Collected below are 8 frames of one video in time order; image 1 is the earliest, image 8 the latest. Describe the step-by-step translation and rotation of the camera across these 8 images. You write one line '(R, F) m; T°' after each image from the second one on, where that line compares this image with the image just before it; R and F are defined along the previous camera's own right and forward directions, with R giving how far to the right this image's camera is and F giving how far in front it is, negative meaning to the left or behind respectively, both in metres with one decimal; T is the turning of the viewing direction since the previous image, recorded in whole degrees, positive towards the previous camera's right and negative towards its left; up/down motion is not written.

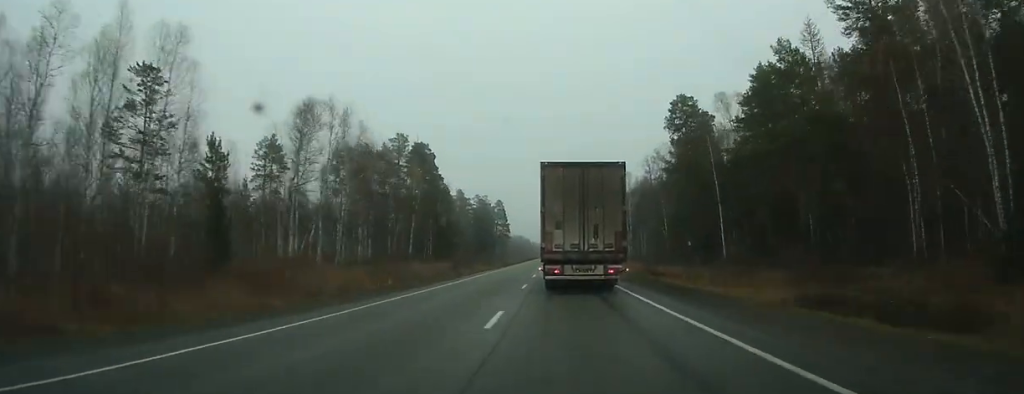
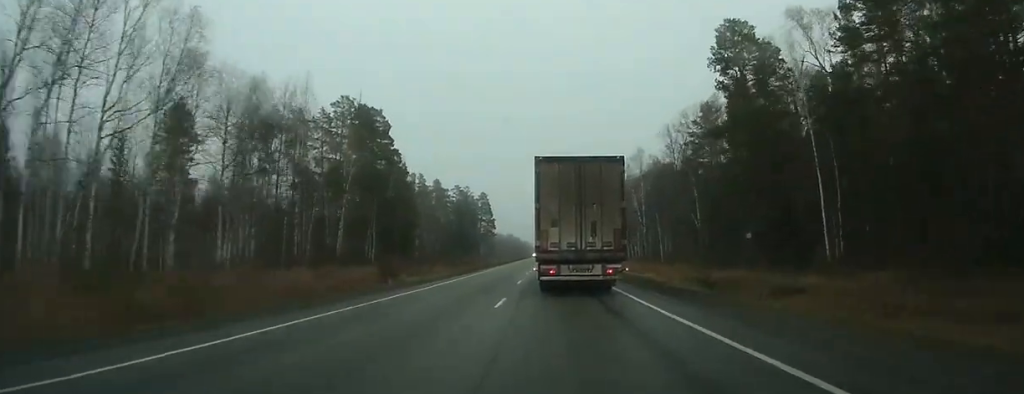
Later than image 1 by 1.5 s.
(-0.2, +31.6) m; 0°
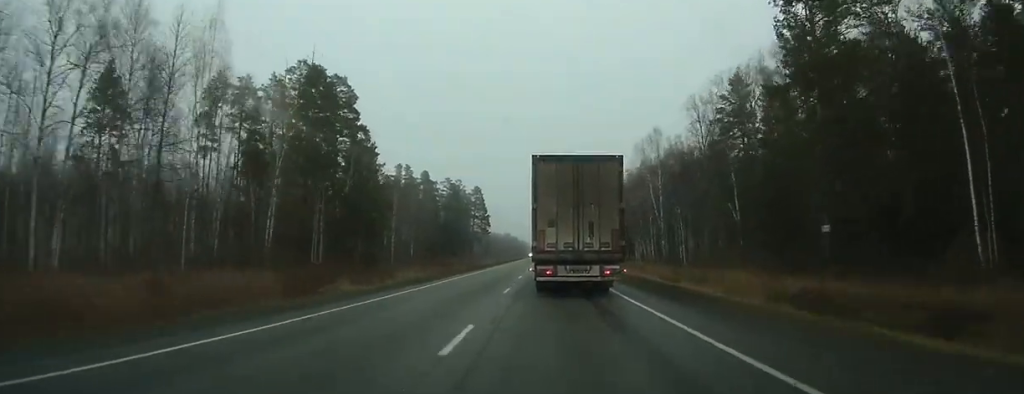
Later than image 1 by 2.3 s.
(-0.1, +18.7) m; 0°
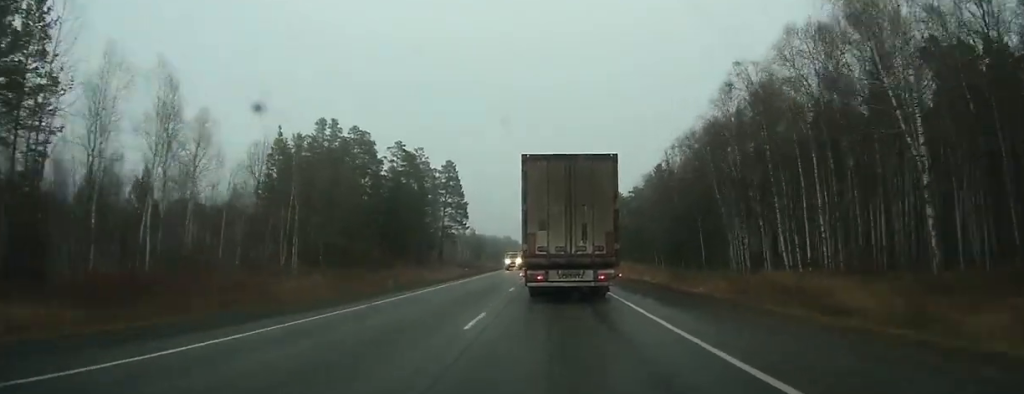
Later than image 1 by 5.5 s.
(+0.6, +68.6) m; +1°
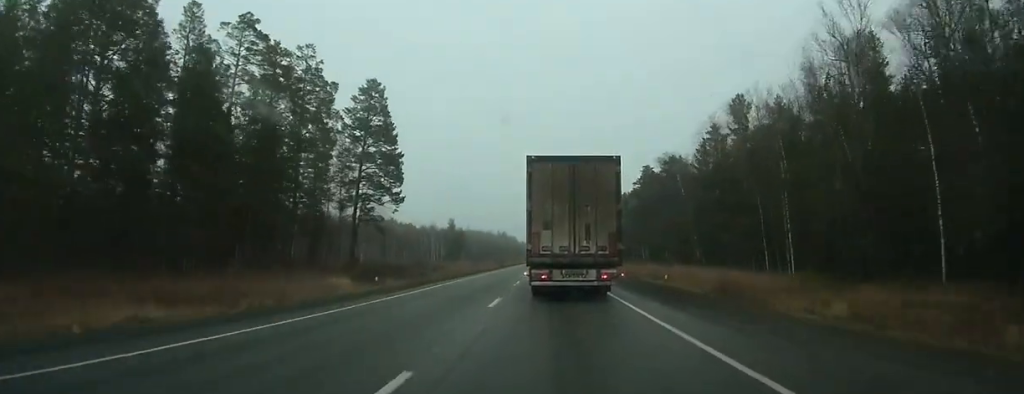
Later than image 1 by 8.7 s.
(+0.3, +68.2) m; 0°
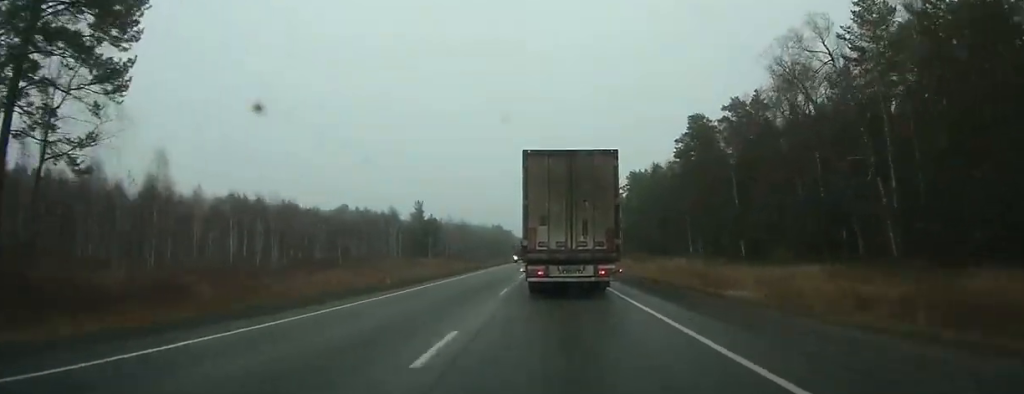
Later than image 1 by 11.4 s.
(0.0, +56.6) m; 0°
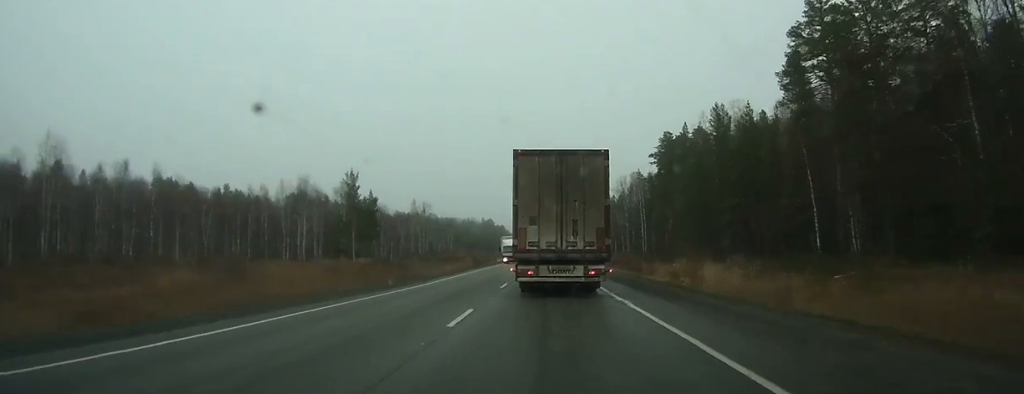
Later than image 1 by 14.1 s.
(-0.3, +56.3) m; 0°
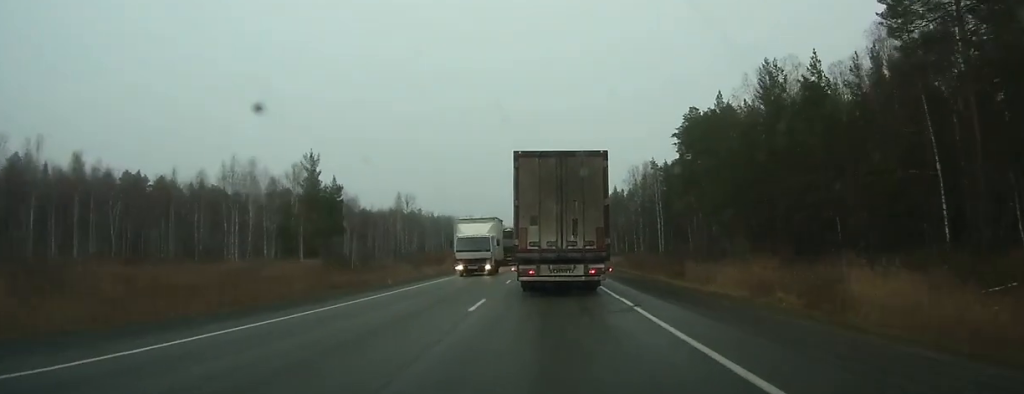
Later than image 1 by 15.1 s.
(0.0, +21.0) m; 0°
